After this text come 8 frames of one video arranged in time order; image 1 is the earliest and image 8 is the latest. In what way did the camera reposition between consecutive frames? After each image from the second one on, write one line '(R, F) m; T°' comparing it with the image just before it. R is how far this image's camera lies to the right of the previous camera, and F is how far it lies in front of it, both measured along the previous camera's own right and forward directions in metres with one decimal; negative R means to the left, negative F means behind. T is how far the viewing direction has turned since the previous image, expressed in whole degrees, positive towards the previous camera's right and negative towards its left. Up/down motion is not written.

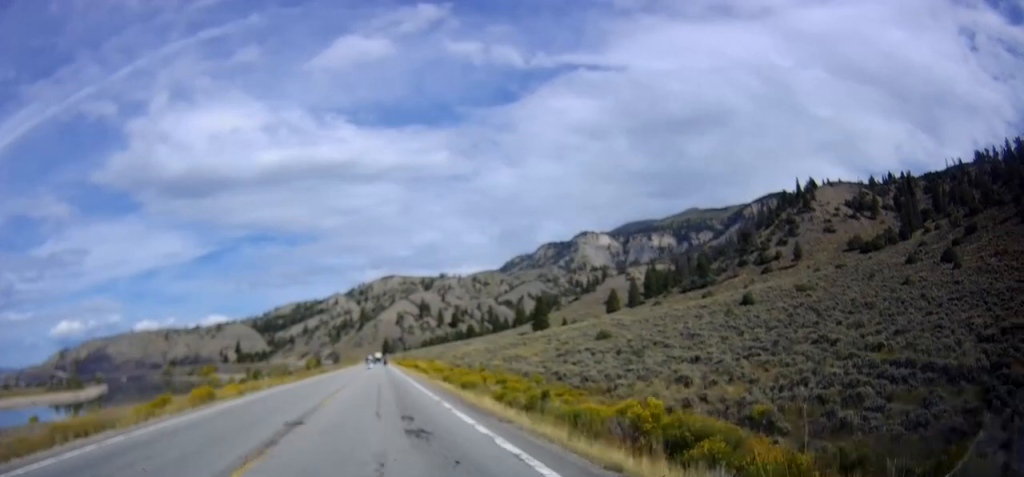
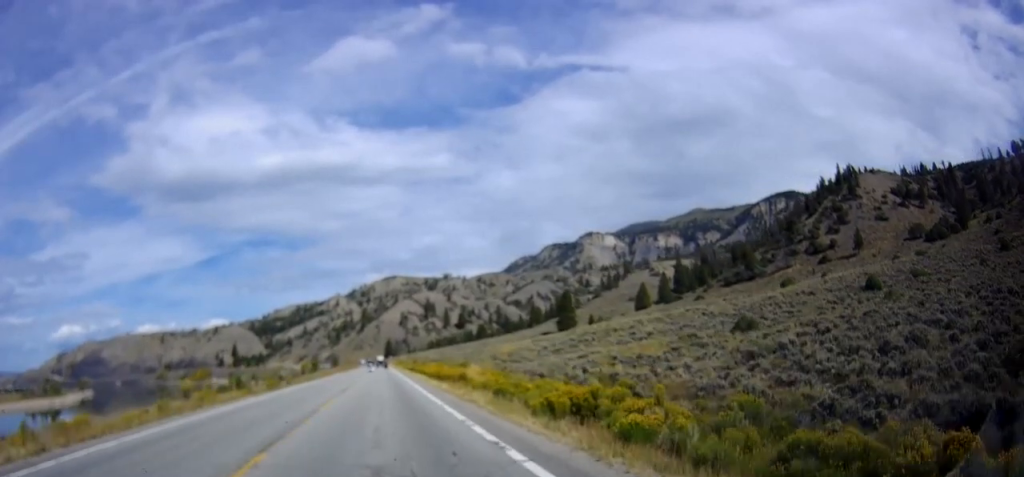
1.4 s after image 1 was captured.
(-0.7, +37.7) m; -2°
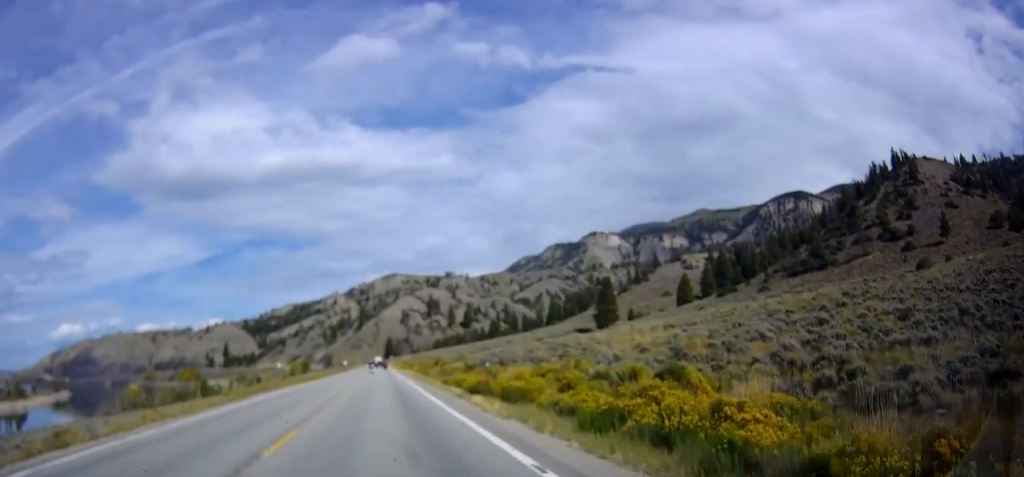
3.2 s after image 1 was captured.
(+1.2, +45.6) m; +2°
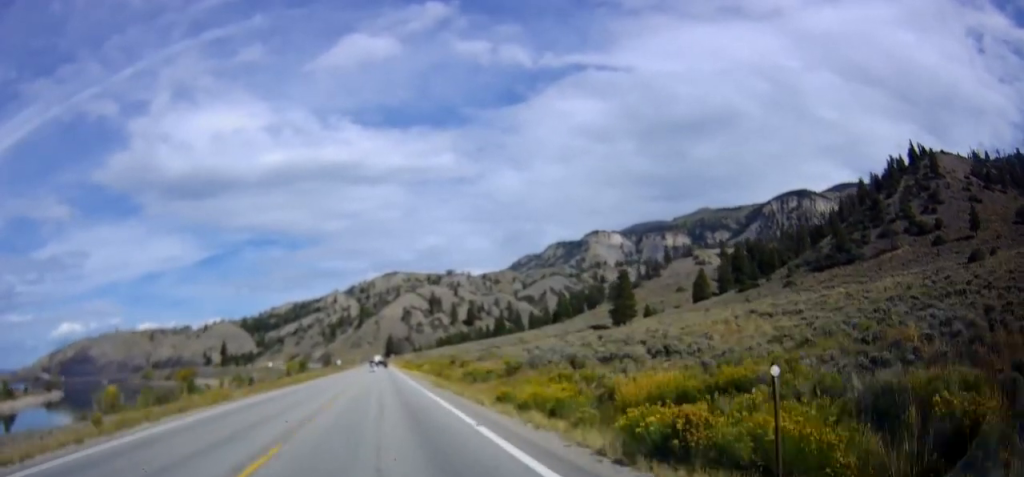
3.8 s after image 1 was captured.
(0.0, +14.1) m; 0°
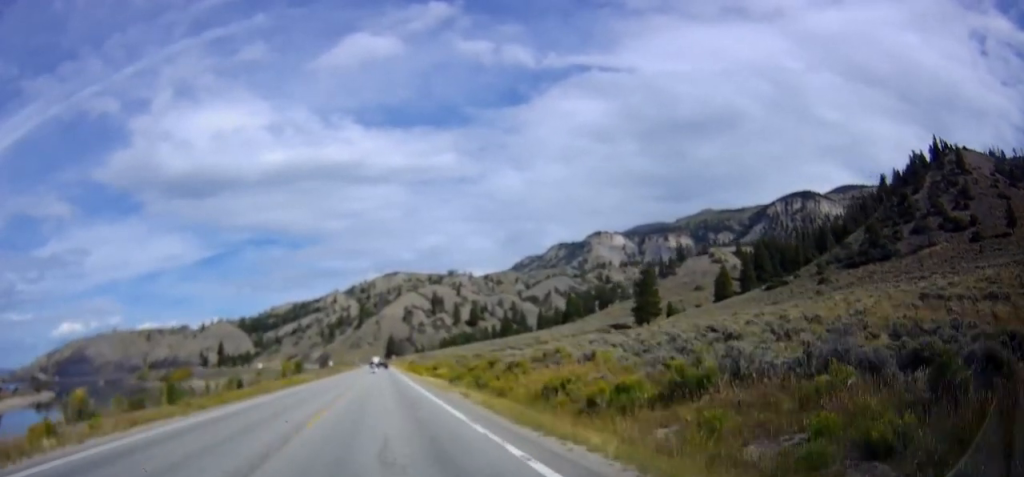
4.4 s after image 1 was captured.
(-0.4, +17.7) m; 0°
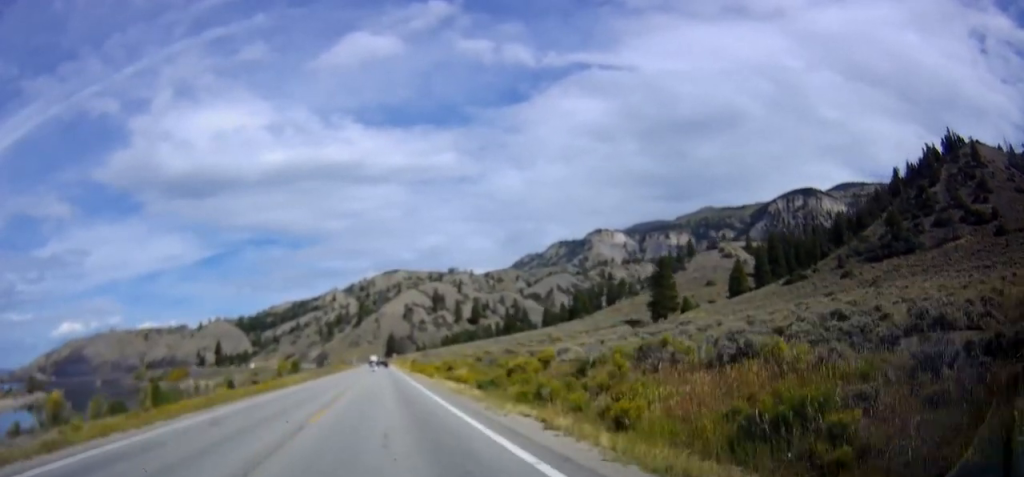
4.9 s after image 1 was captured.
(+0.2, +11.5) m; -1°
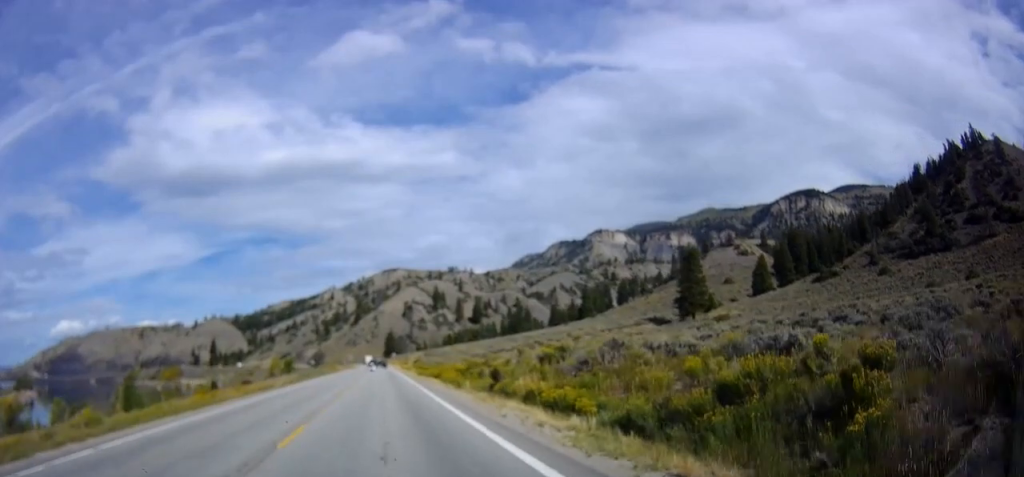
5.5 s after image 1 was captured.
(+0.4, +16.7) m; -1°
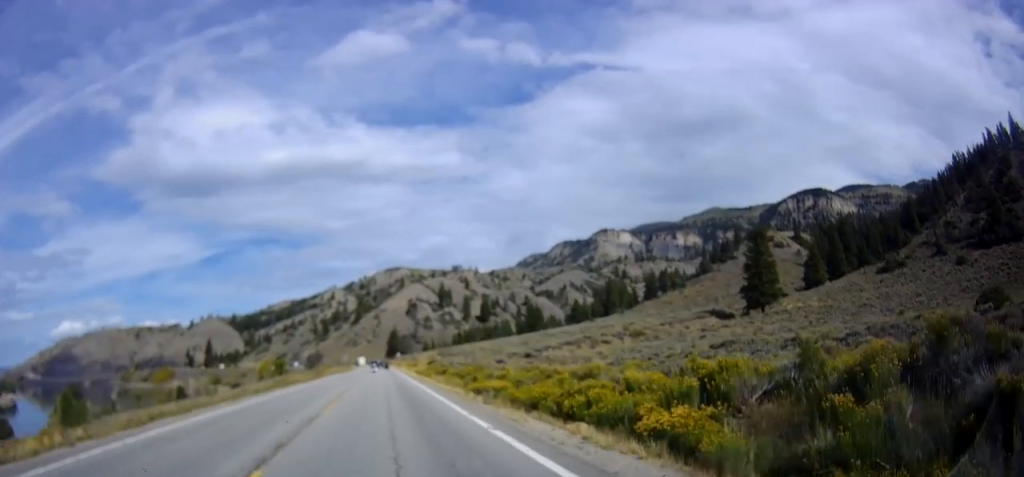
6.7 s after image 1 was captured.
(-1.0, +29.8) m; 0°
